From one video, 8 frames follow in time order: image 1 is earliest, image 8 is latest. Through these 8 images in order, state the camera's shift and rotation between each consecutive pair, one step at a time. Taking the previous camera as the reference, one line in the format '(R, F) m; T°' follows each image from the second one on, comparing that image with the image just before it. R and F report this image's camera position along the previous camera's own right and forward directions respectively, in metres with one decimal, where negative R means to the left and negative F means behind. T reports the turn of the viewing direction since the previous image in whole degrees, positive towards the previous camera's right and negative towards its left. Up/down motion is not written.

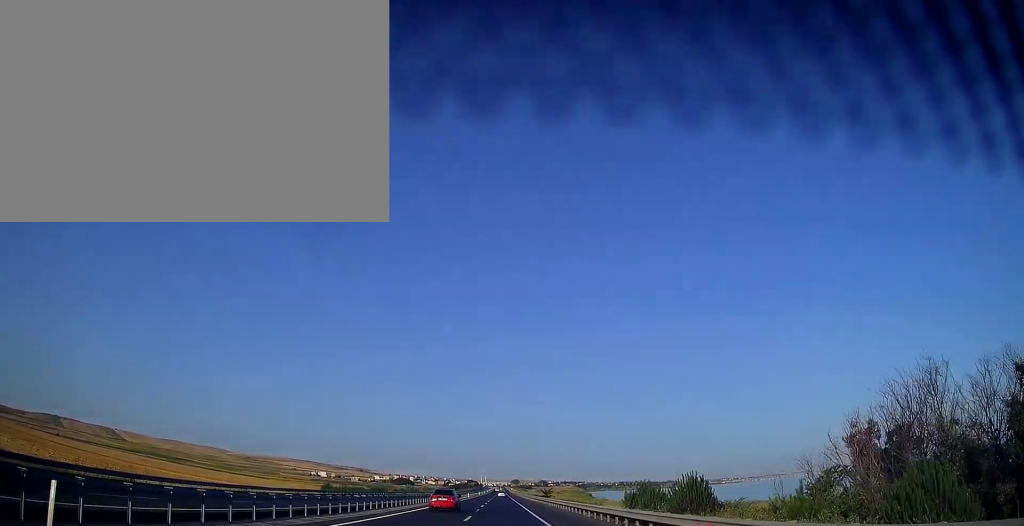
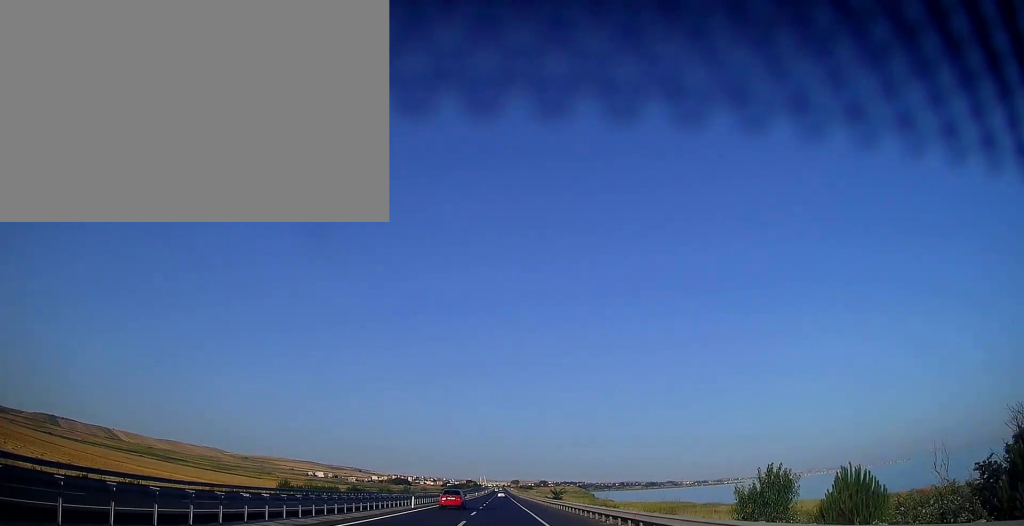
(0.0, +16.7) m; 0°
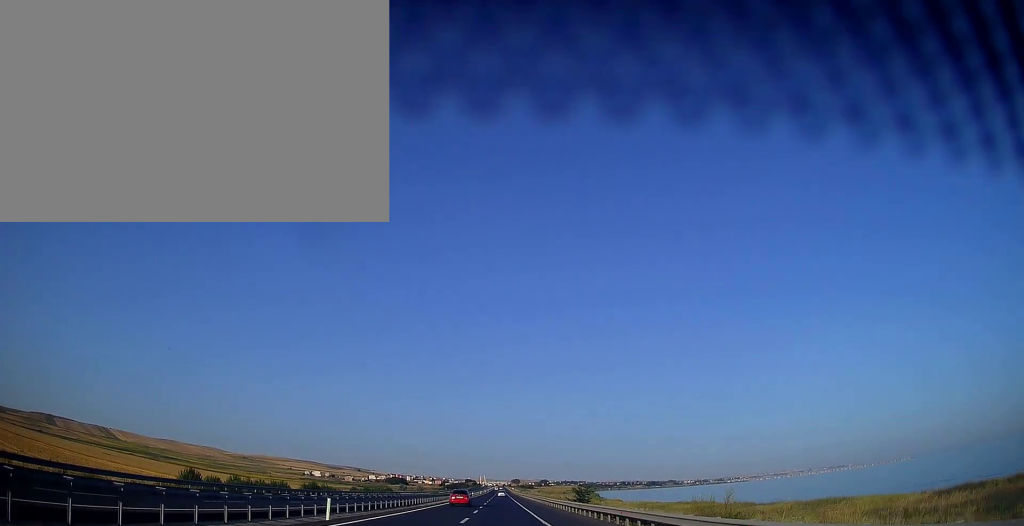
(0.0, +21.7) m; 0°
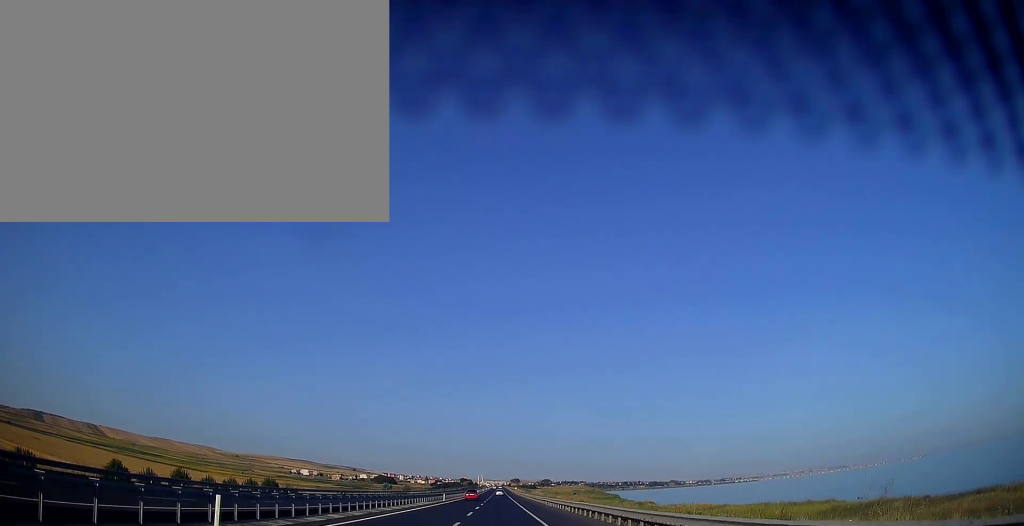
(+0.5, +64.9) m; 0°
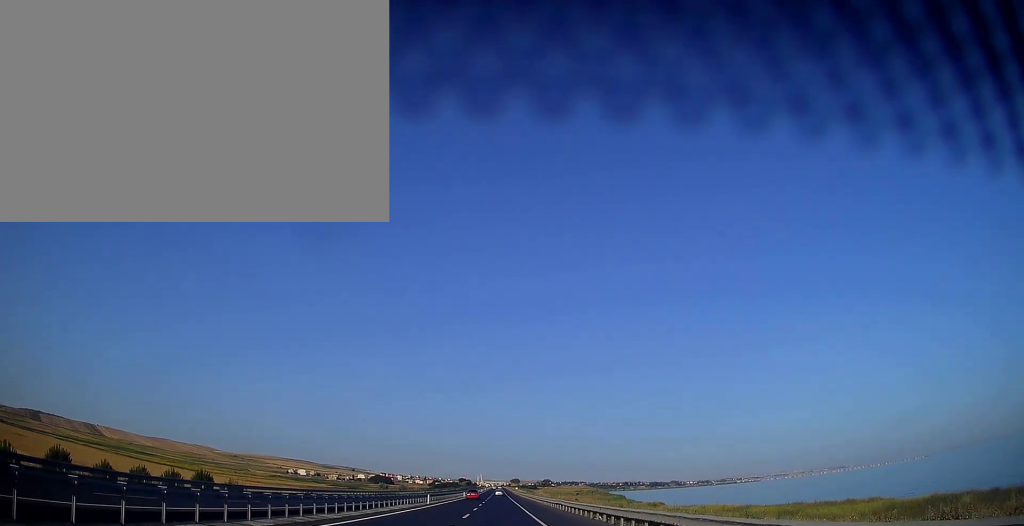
(-0.1, +14.8) m; 0°
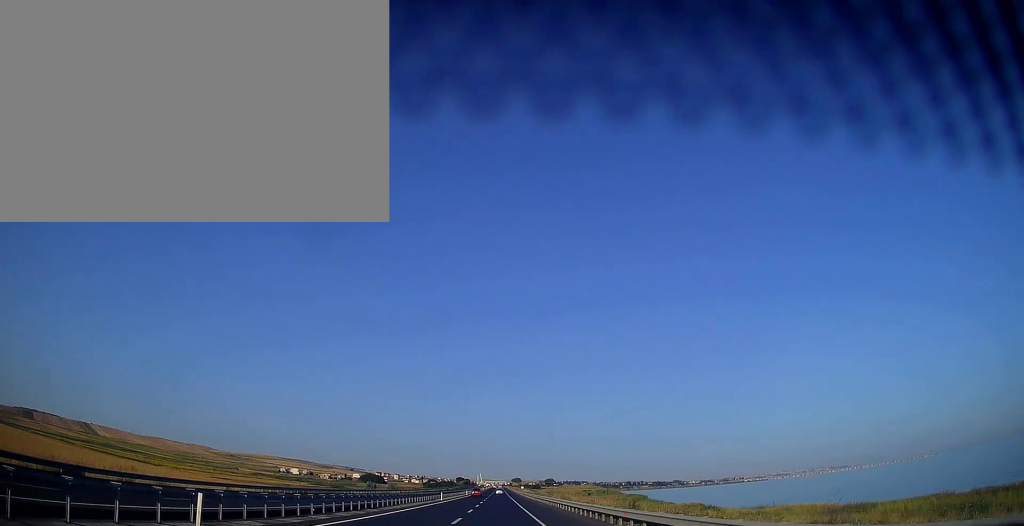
(+0.4, +42.3) m; +1°
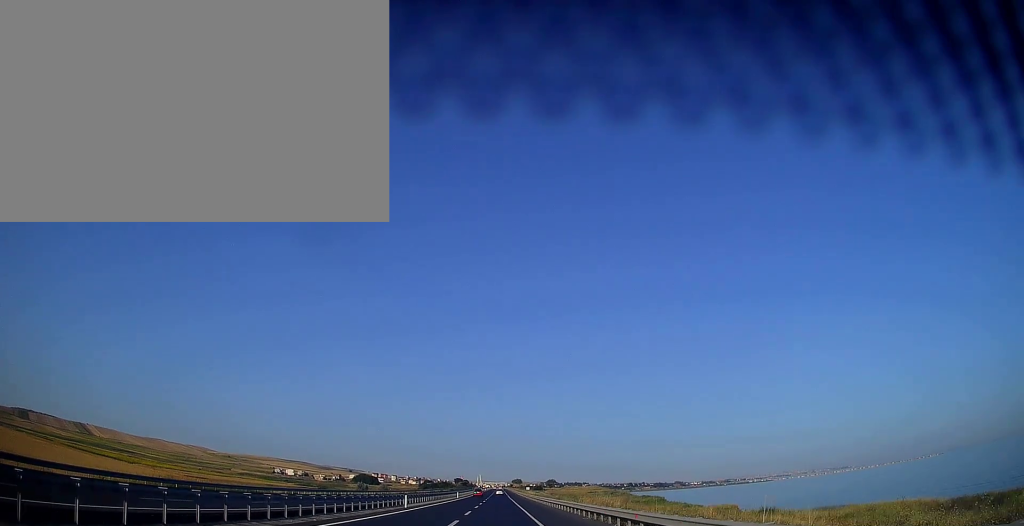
(0.0, +25.5) m; 0°
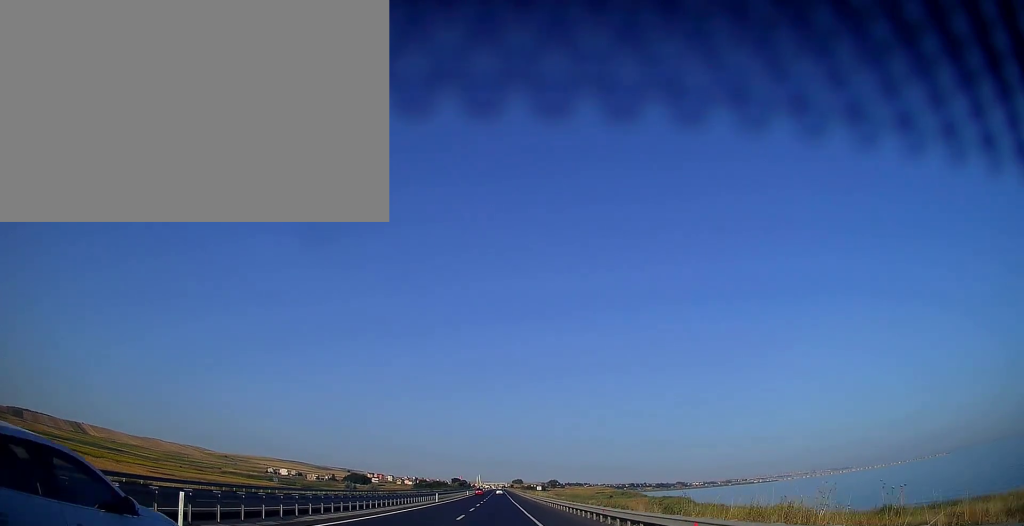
(-0.3, +30.3) m; 0°
